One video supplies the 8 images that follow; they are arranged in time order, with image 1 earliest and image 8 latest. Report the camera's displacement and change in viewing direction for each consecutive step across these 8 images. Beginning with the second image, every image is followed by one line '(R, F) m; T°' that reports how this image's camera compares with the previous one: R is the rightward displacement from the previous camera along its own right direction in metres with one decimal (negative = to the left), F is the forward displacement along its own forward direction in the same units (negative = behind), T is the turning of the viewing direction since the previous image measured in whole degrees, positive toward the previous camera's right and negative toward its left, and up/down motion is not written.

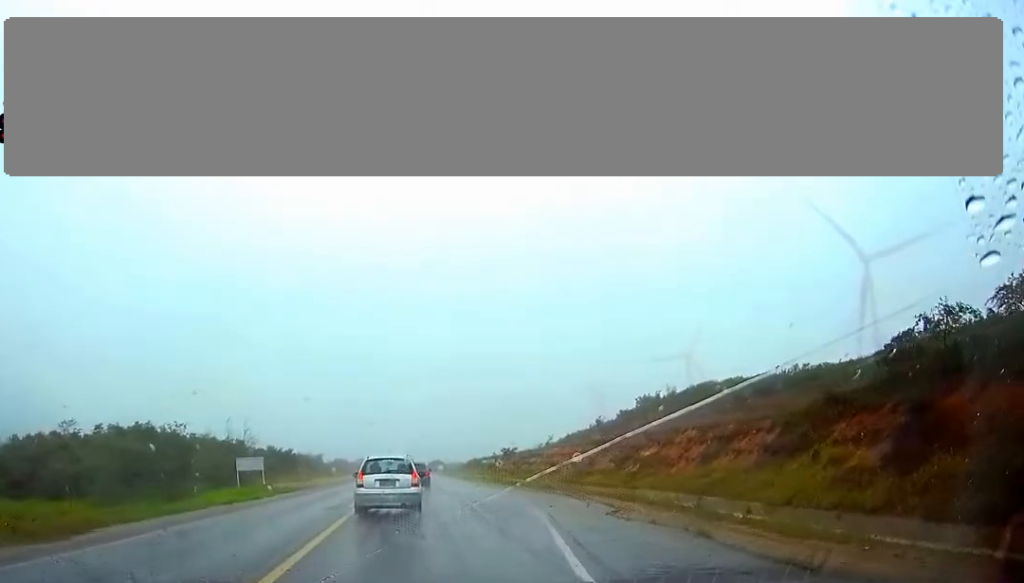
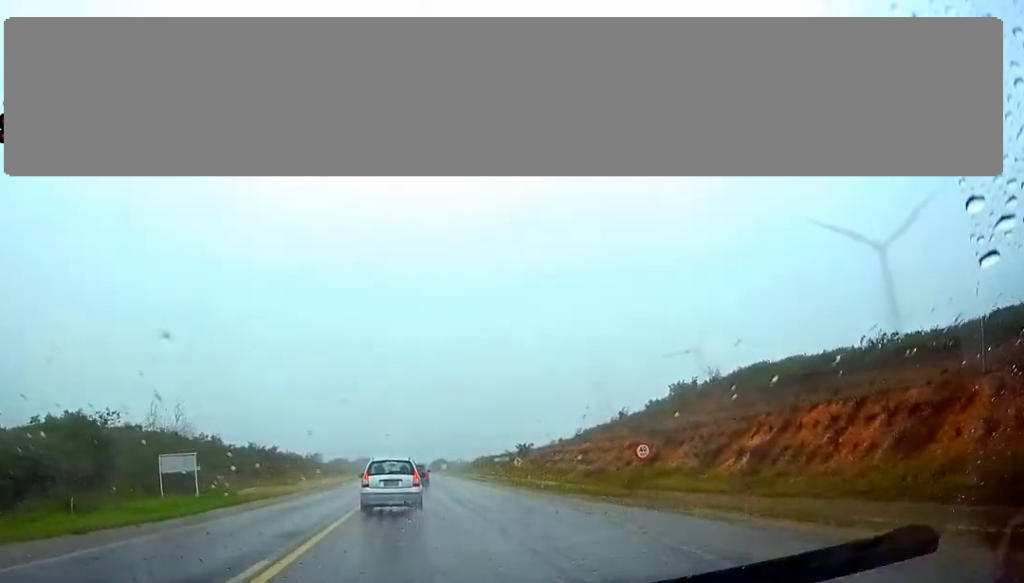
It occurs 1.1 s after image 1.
(0.0, +15.6) m; 0°
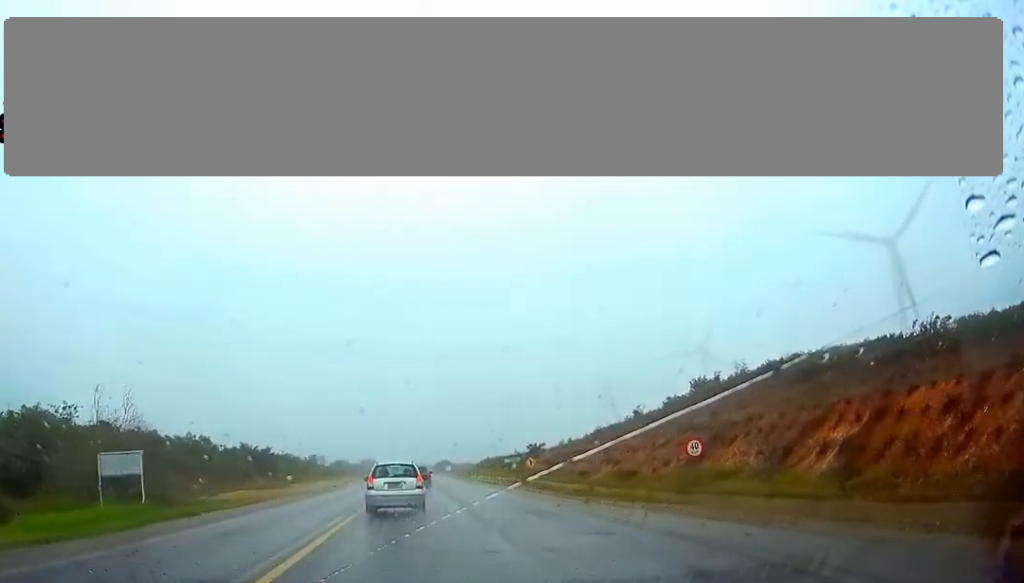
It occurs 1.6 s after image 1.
(0.0, +7.2) m; 0°
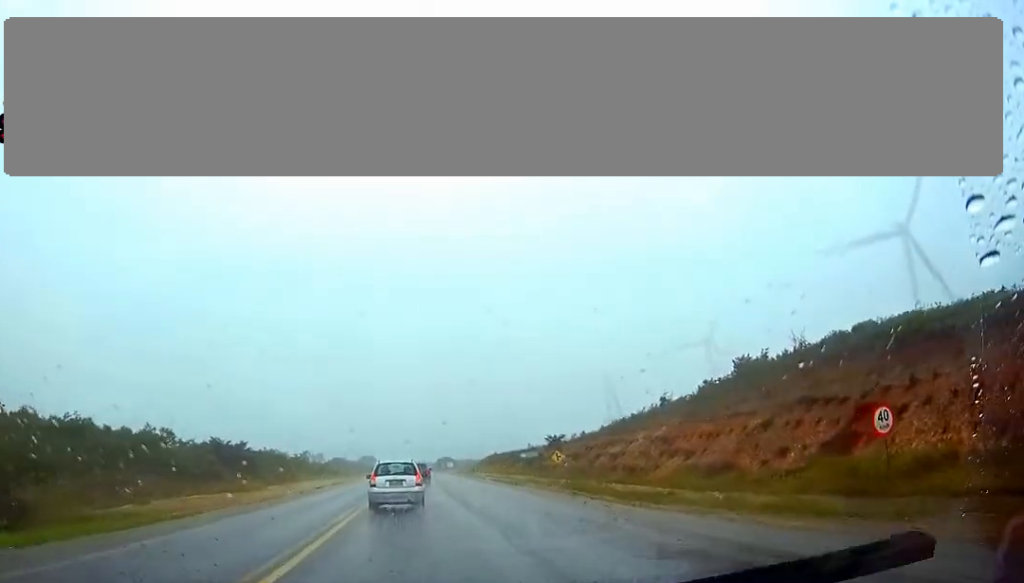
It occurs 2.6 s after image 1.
(-0.1, +14.8) m; 0°
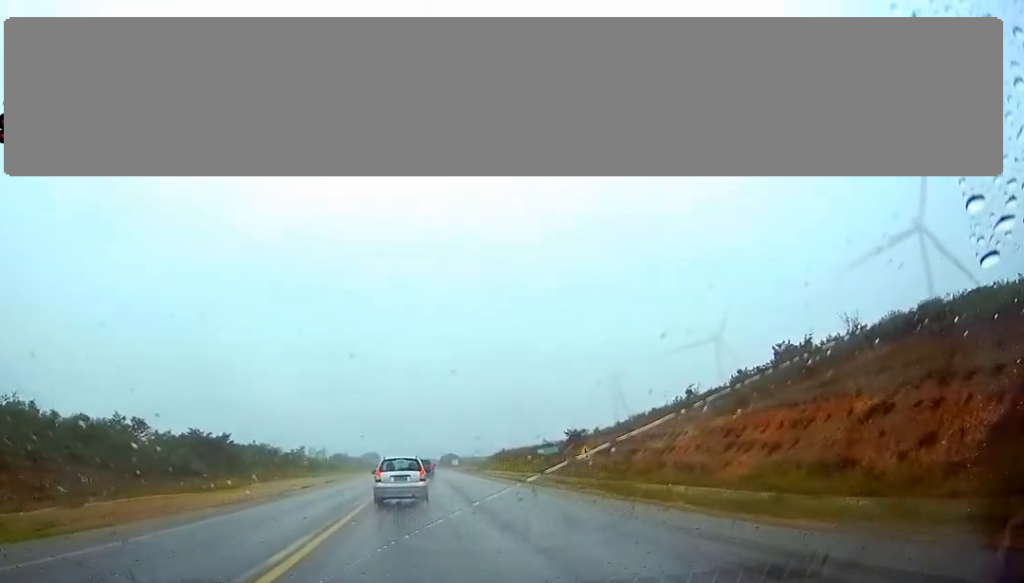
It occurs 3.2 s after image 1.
(0.0, +9.7) m; 0°
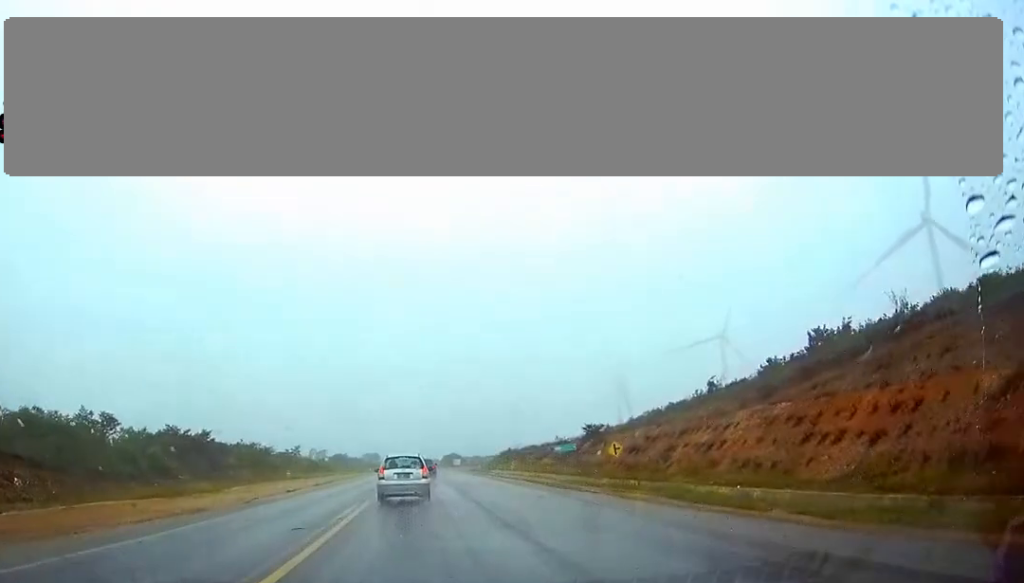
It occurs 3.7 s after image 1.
(0.0, +7.7) m; 0°
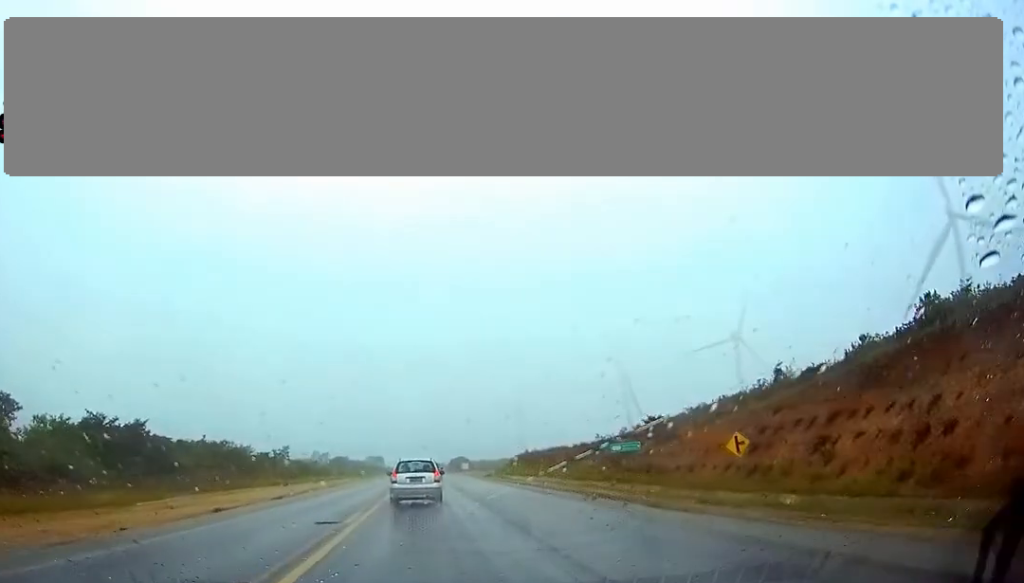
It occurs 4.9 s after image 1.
(0.0, +18.1) m; 0°
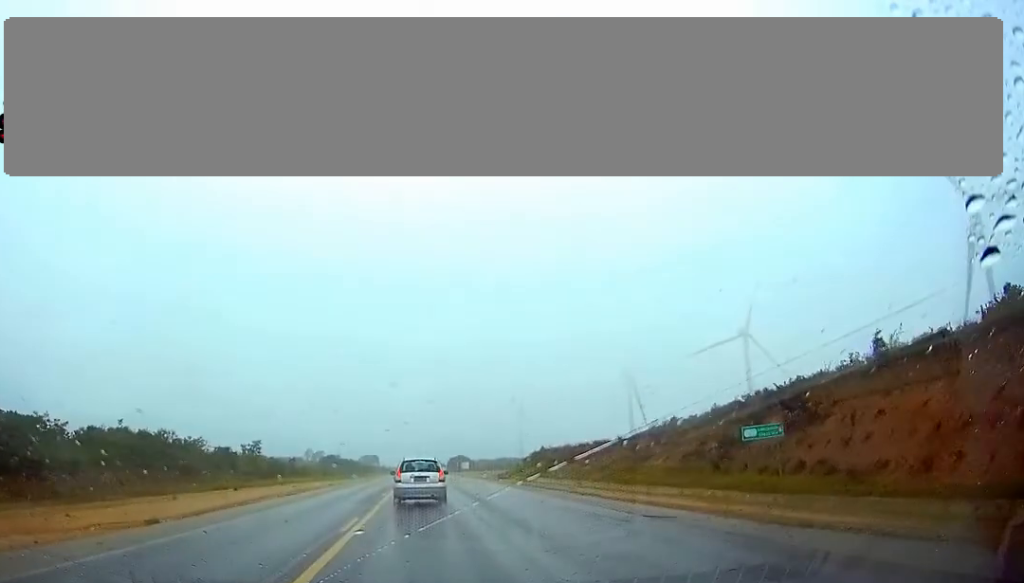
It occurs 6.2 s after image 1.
(-0.2, +20.4) m; 0°
